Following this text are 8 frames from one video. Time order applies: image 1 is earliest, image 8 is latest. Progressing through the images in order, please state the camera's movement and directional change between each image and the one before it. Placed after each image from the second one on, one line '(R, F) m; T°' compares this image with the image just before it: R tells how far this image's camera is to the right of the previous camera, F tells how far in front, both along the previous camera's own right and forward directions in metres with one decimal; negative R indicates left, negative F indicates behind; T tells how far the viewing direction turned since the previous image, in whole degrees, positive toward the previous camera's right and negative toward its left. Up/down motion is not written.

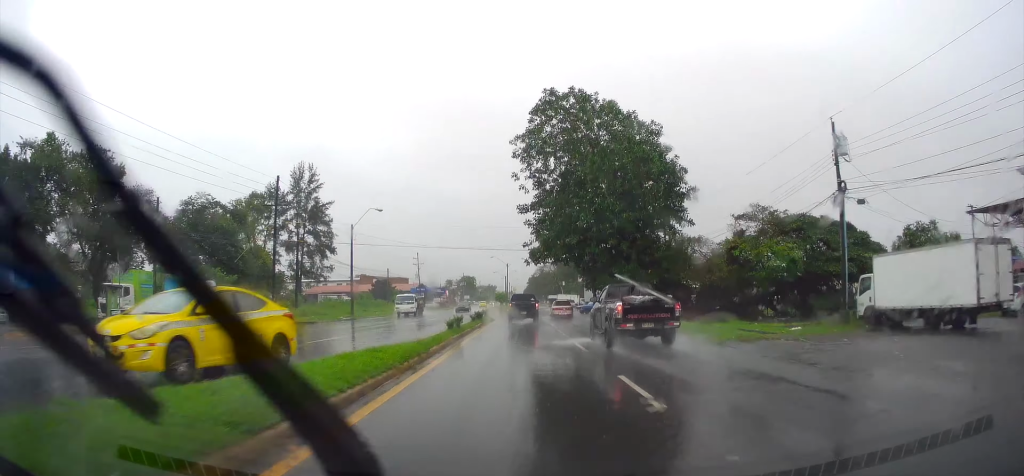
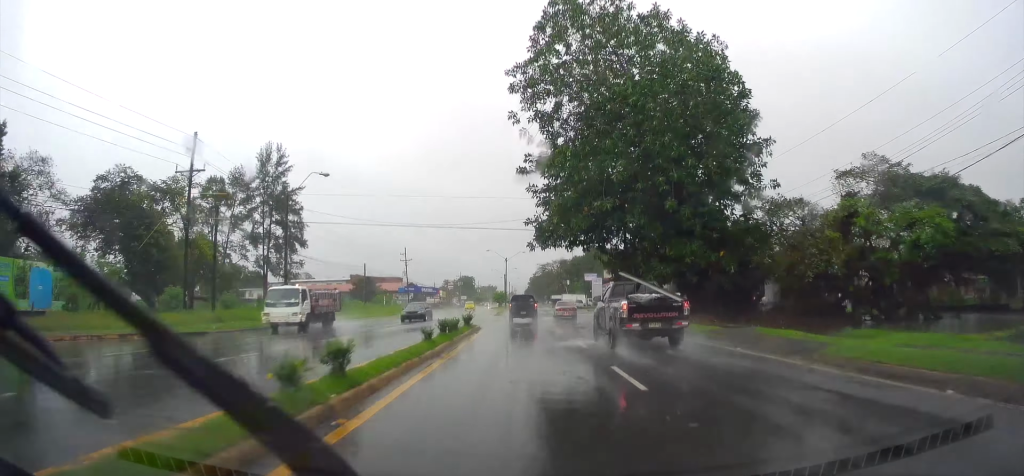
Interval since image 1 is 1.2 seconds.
(-0.2, +14.4) m; +1°
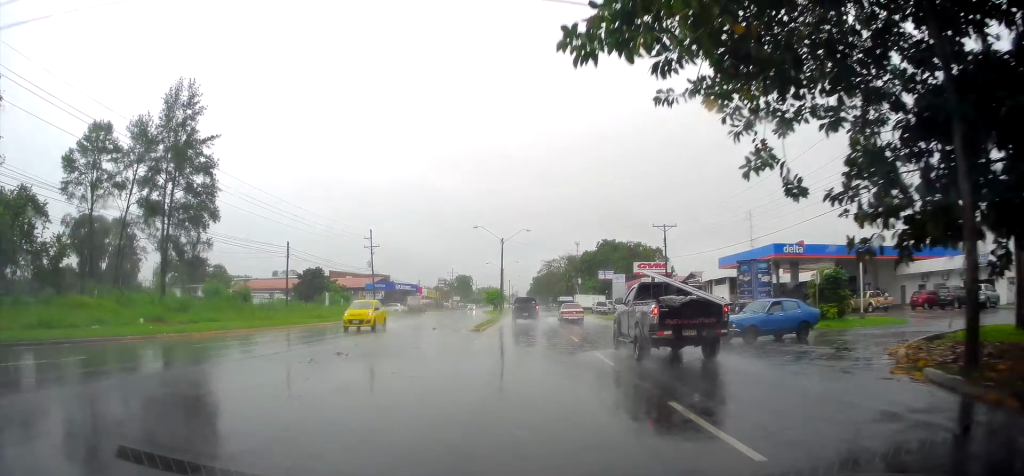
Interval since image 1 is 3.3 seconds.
(+0.6, +27.6) m; -1°
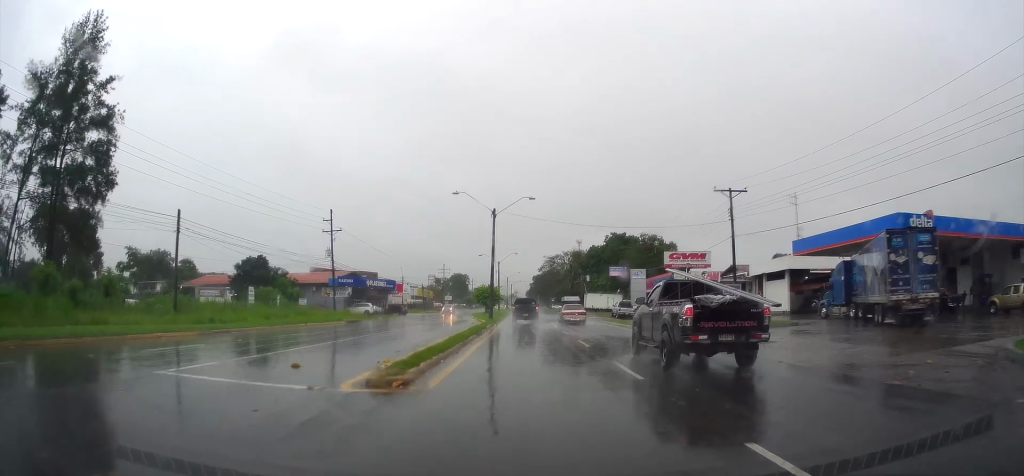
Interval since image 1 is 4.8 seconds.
(-0.8, +18.6) m; 0°
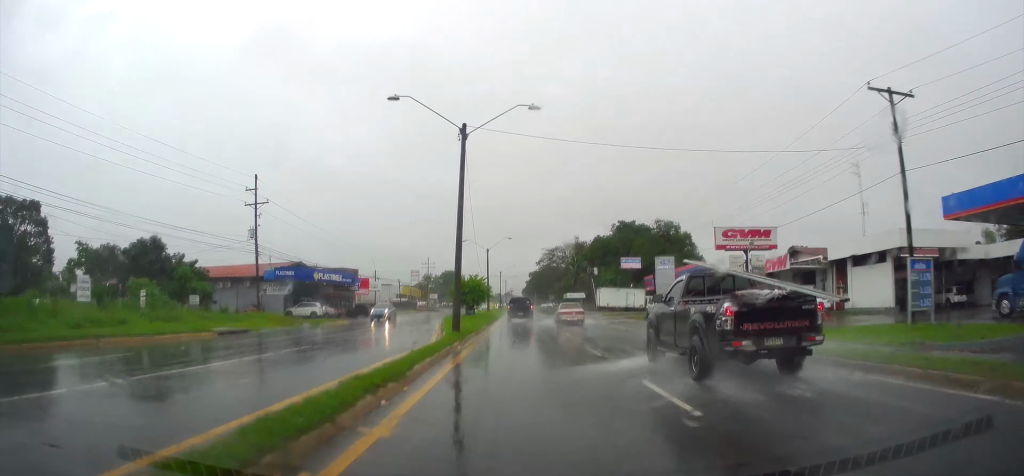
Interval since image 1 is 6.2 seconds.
(+0.5, +19.2) m; +1°
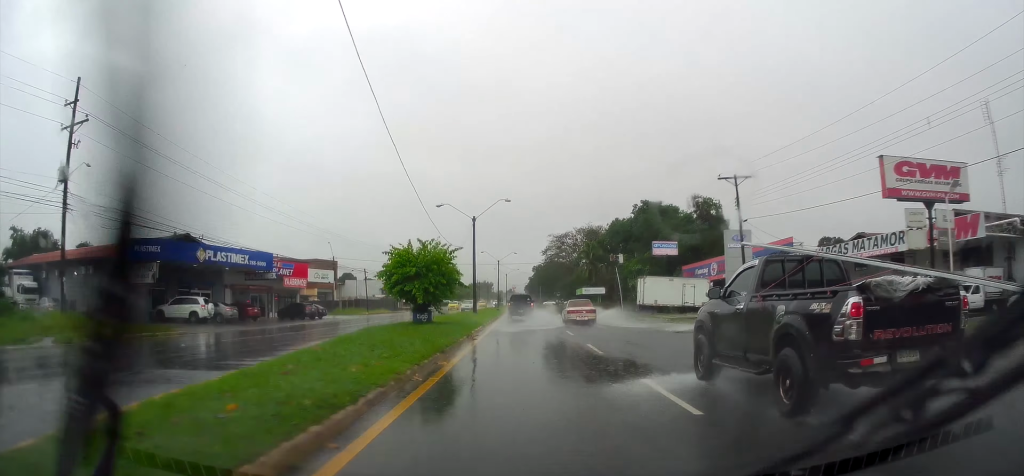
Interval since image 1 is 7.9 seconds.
(+0.4, +24.3) m; -1°
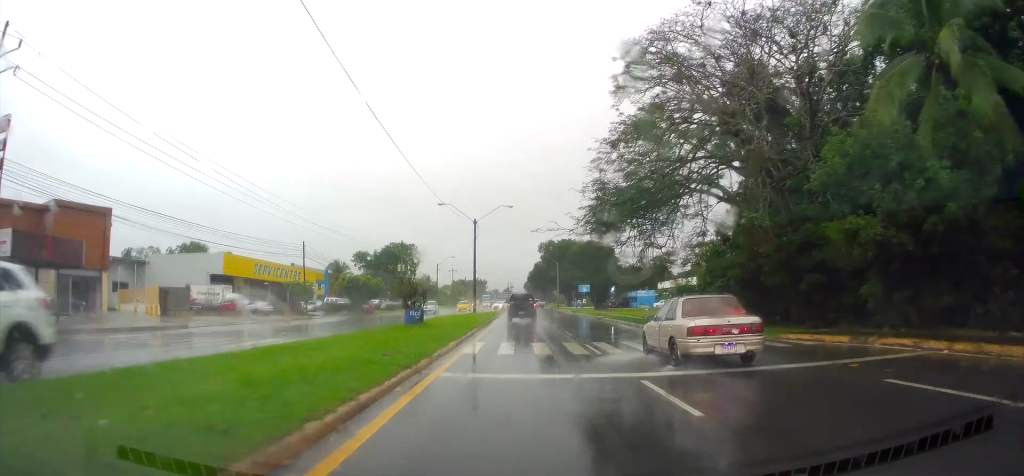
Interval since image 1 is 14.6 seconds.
(-2.2, +94.8) m; -1°
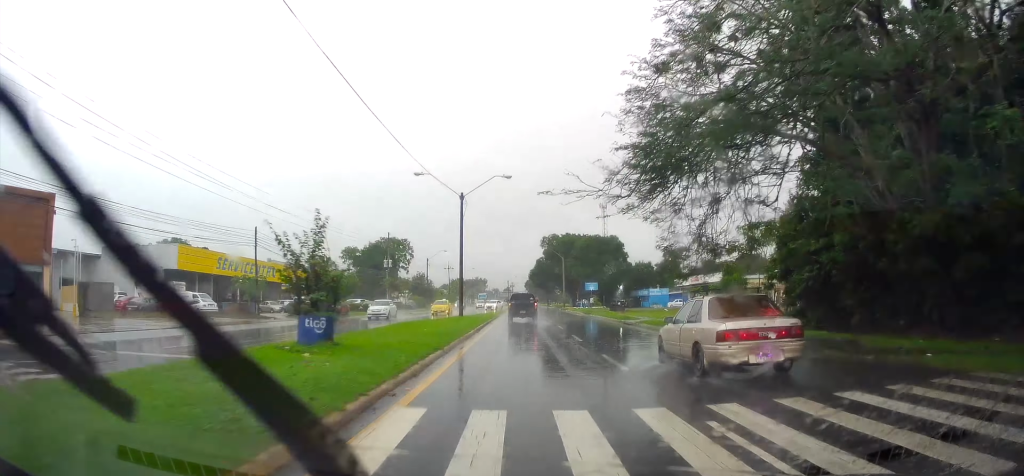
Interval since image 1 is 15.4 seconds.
(0.0, +11.6) m; 0°
